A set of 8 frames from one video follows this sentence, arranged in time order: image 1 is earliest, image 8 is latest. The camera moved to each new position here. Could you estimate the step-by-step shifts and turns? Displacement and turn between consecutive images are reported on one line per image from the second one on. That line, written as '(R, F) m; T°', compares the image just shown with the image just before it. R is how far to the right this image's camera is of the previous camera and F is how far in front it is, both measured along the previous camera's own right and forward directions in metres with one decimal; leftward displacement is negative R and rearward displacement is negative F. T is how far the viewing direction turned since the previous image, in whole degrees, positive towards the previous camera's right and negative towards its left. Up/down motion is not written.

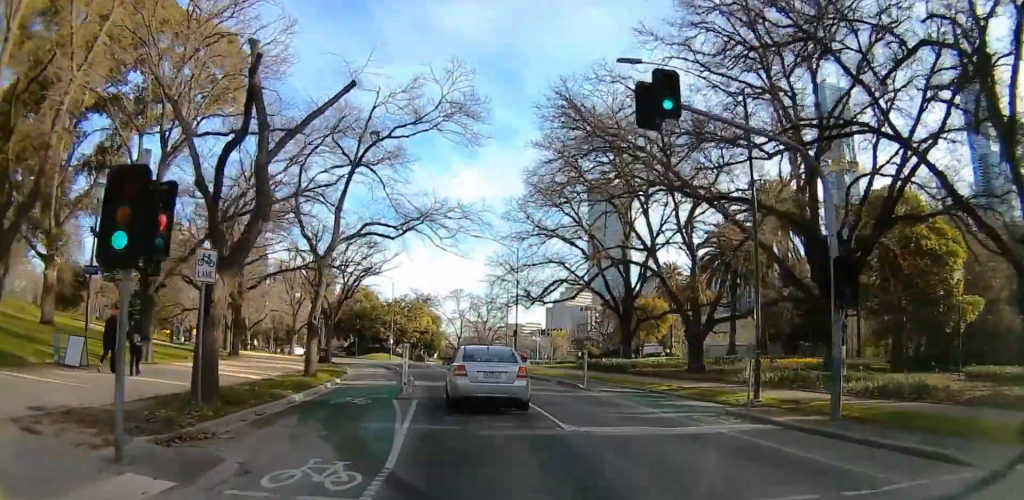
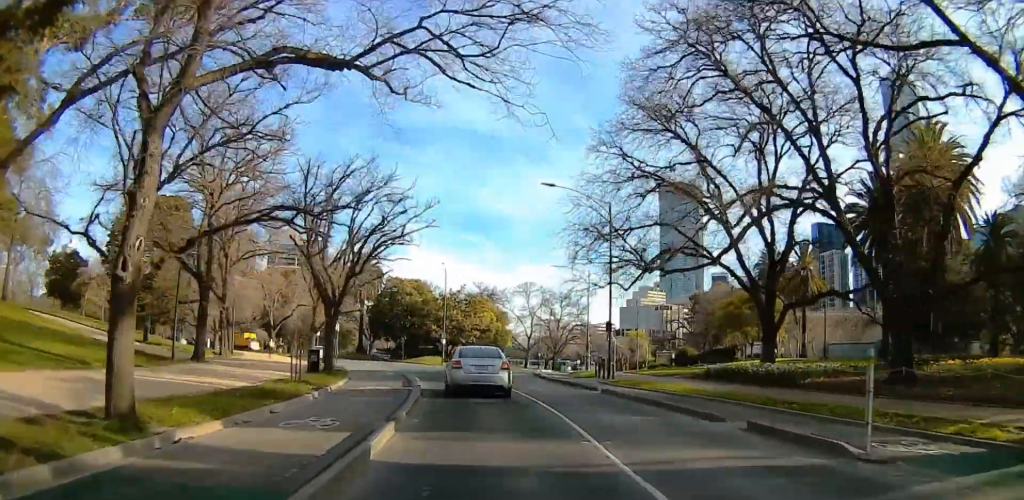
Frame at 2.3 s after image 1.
(-3.2, +16.0) m; -16°
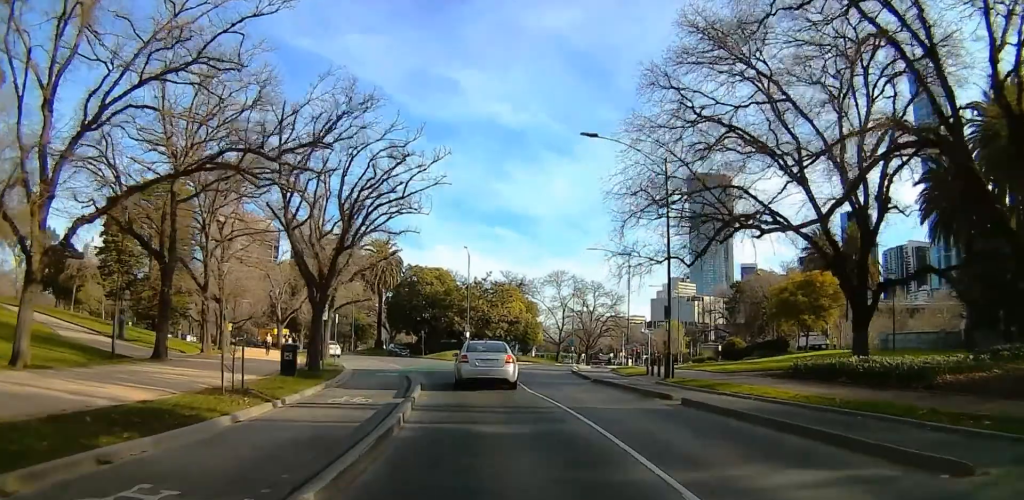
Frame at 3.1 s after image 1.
(+1.1, +7.3) m; 0°
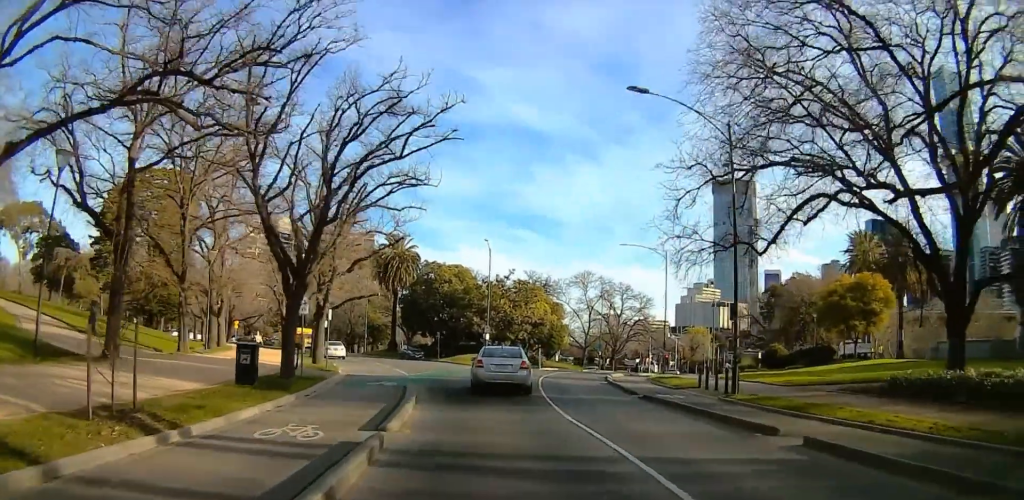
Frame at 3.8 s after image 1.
(-1.0, +5.5) m; -4°
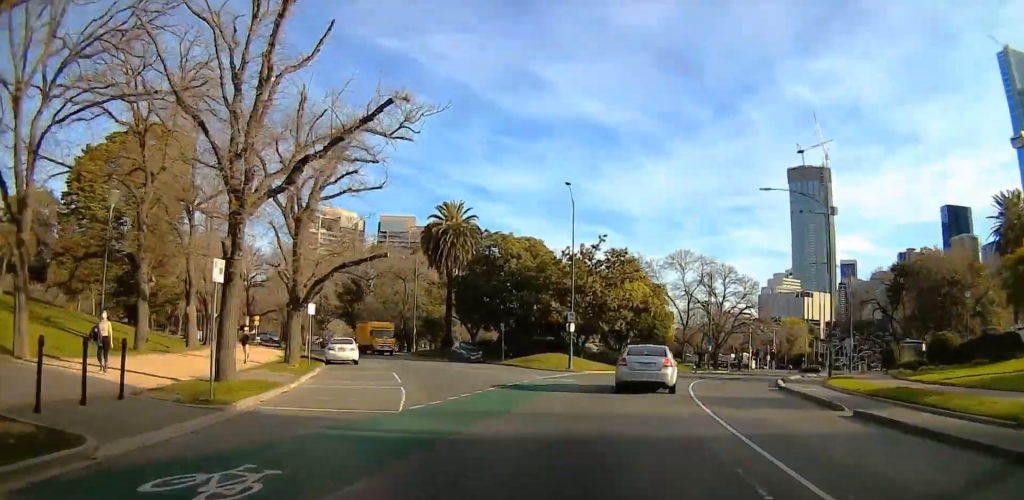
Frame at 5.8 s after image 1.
(-2.2, +18.3) m; -13°
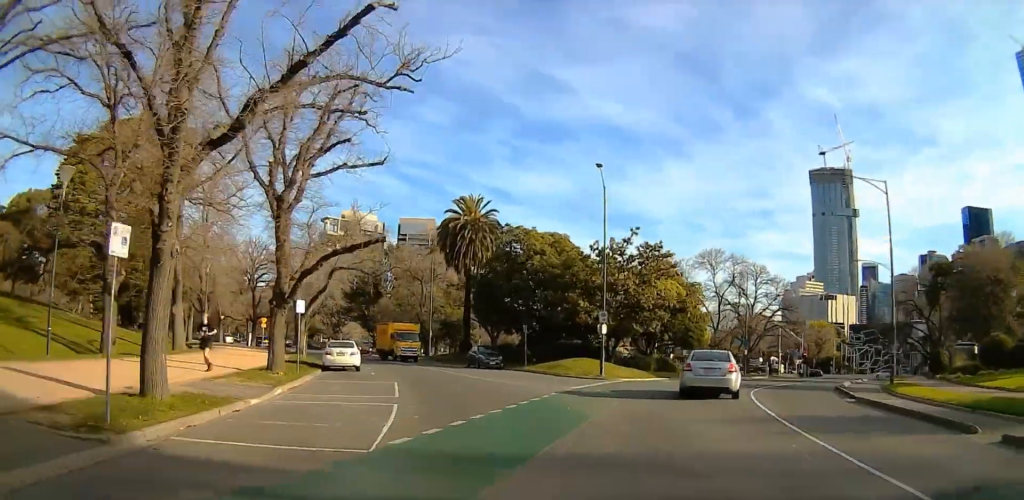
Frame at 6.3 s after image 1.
(-0.1, +4.7) m; -1°
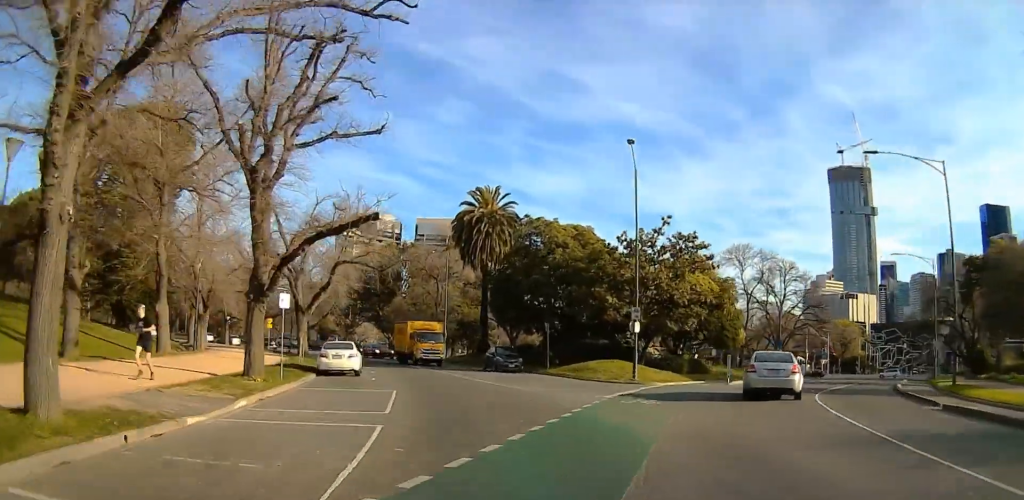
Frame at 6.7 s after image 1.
(+0.3, +4.0) m; +1°
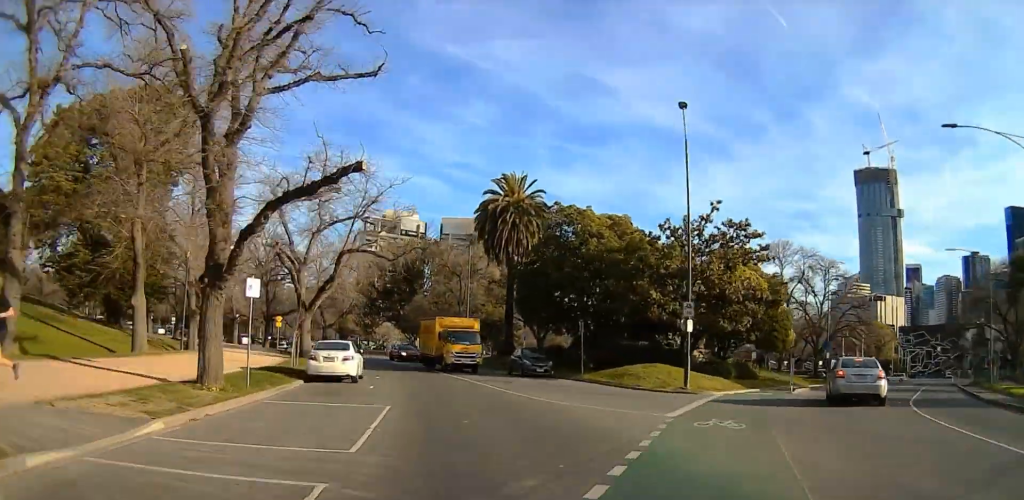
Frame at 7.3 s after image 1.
(+0.1, +5.1) m; -3°
